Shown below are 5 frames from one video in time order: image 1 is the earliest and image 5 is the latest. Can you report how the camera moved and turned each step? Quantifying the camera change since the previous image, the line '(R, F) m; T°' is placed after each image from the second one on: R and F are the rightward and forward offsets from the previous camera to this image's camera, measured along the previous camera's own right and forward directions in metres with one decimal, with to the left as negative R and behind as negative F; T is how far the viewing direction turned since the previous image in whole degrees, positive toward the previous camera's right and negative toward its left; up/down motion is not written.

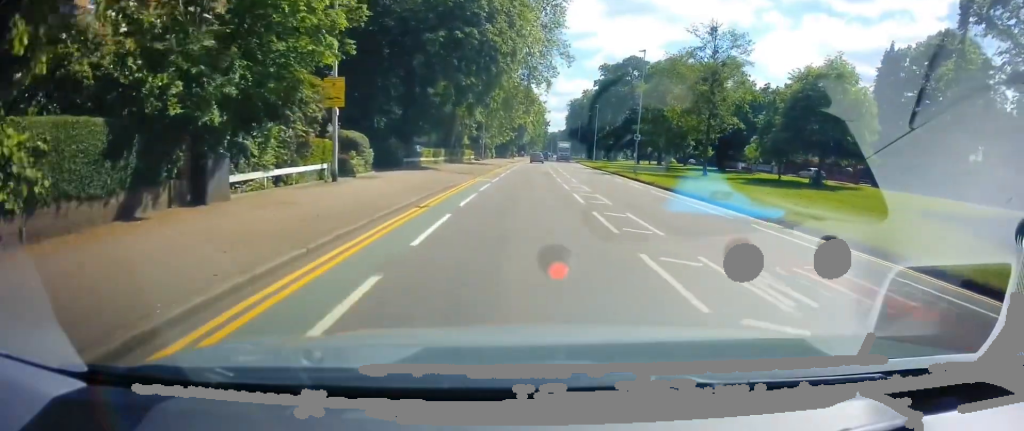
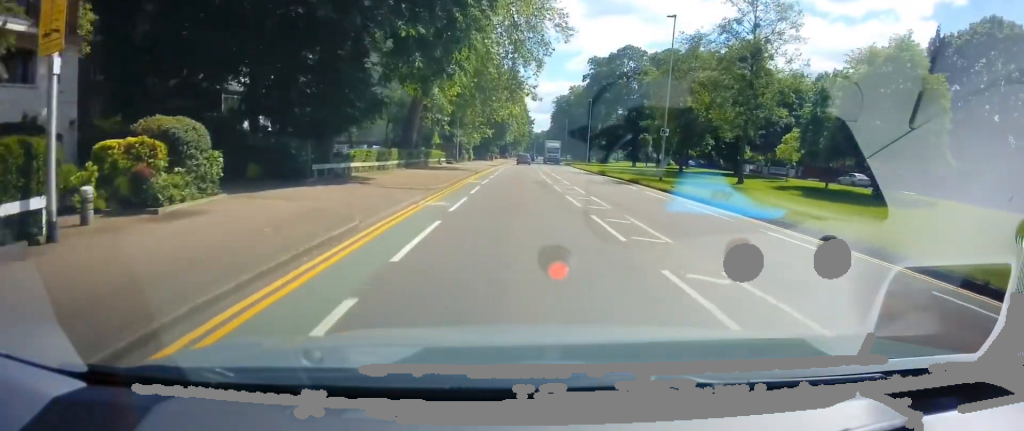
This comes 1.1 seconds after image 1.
(0.0, +12.1) m; -1°
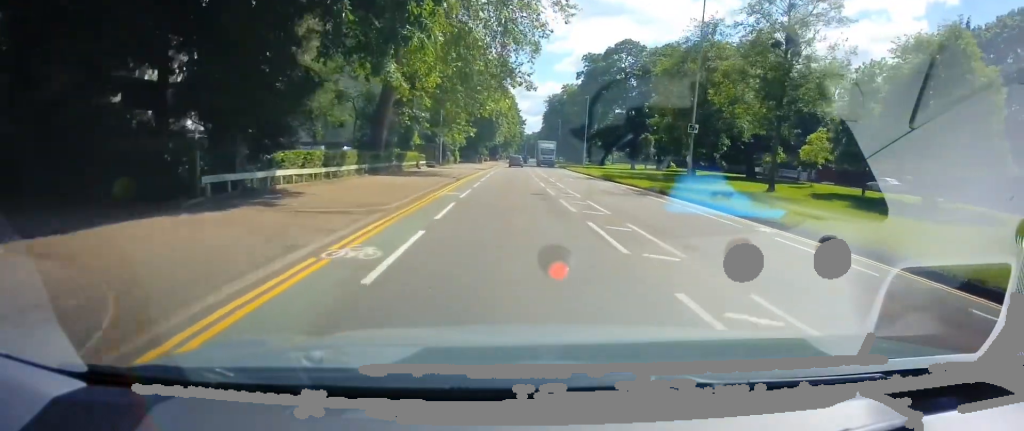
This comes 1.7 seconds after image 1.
(-0.2, +6.7) m; -1°
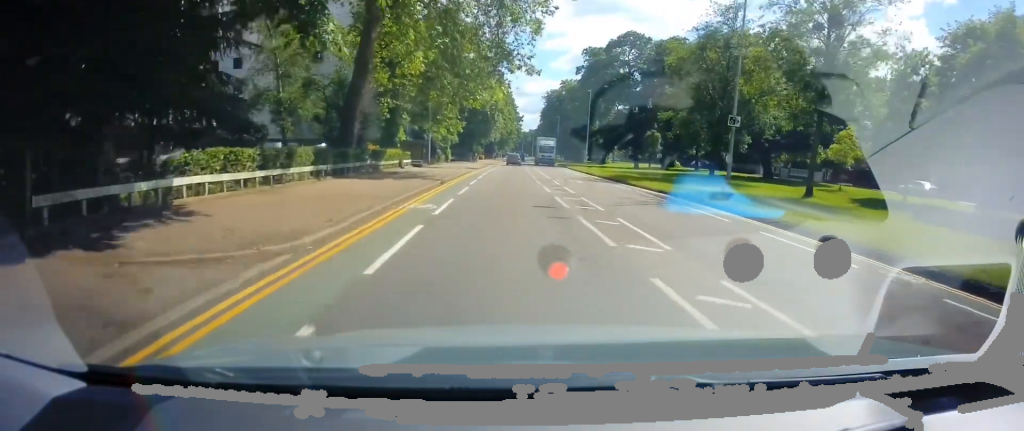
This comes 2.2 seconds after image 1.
(0.0, +5.4) m; +1°
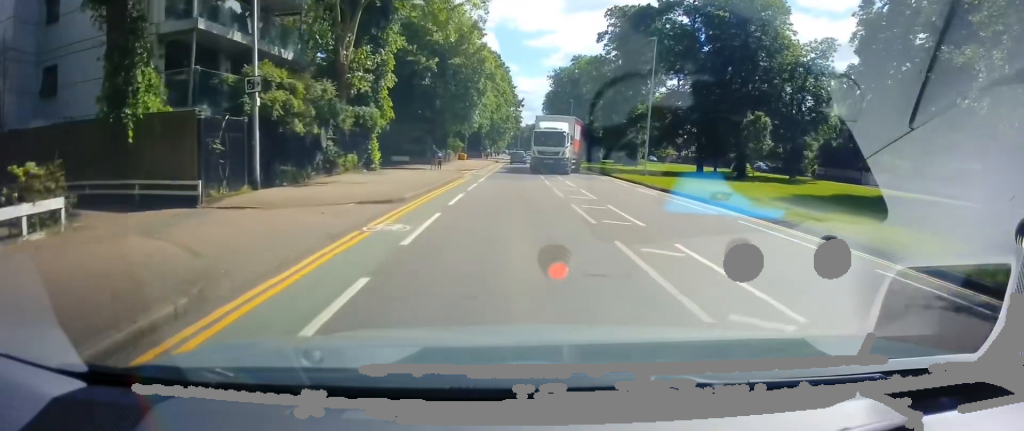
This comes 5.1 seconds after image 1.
(+1.0, +33.3) m; +3°
